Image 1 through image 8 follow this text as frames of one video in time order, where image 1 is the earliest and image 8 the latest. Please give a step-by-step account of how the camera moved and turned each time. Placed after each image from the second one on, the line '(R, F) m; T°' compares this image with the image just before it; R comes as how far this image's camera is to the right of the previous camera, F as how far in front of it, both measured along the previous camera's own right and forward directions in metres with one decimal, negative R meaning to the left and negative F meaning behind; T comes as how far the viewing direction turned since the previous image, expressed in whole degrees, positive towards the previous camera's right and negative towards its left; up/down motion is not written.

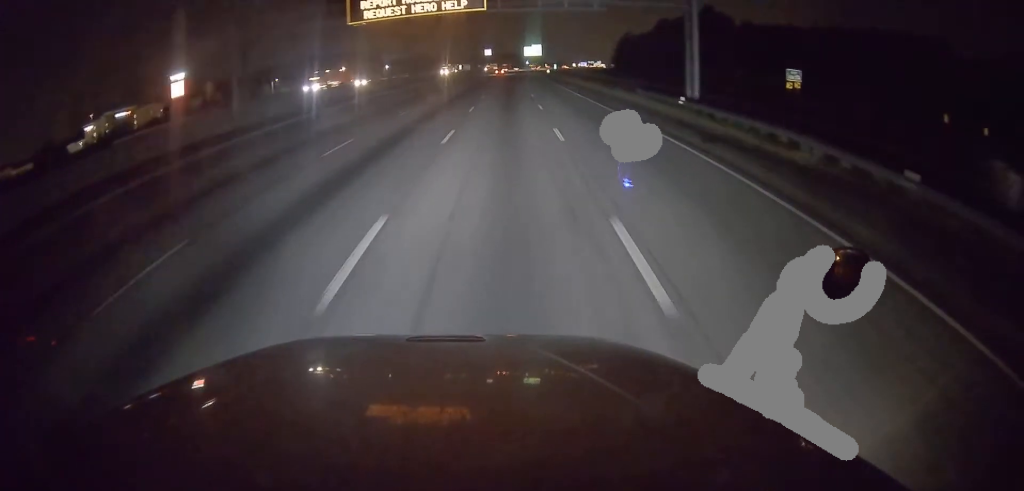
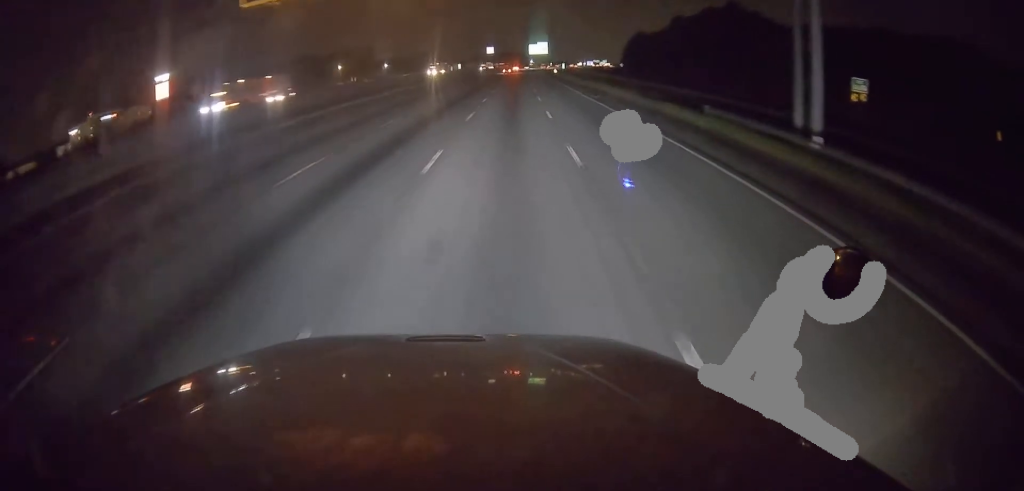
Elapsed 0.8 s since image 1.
(-0.4, +16.6) m; -1°
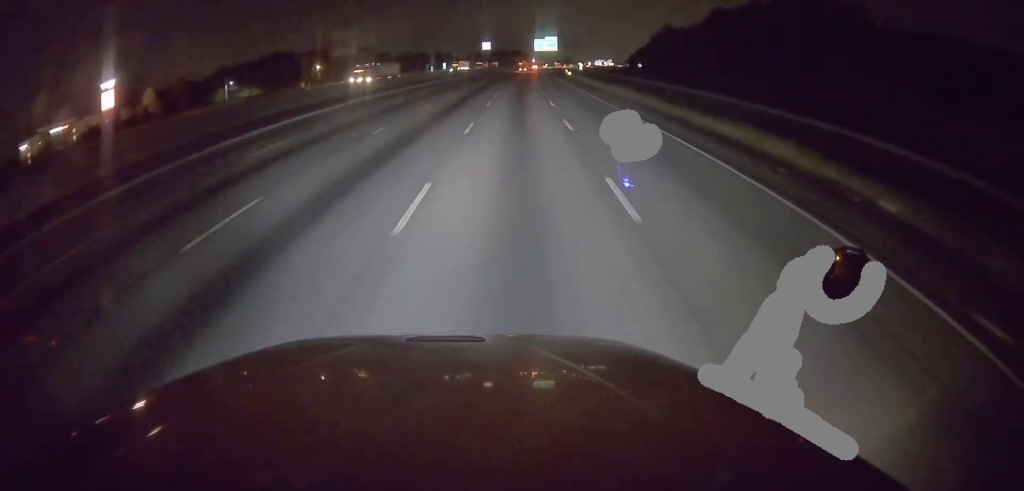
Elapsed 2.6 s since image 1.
(+0.6, +40.8) m; +2°
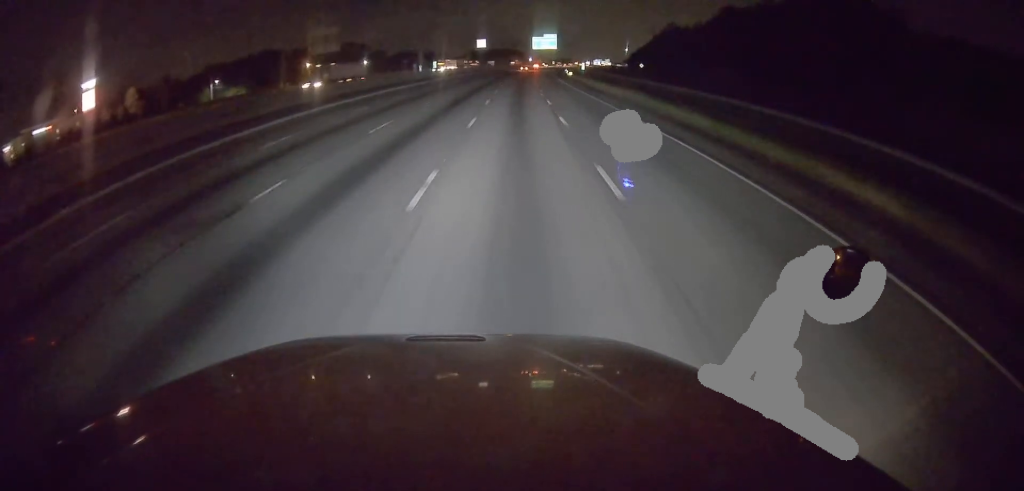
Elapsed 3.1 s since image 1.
(0.0, +10.5) m; 0°
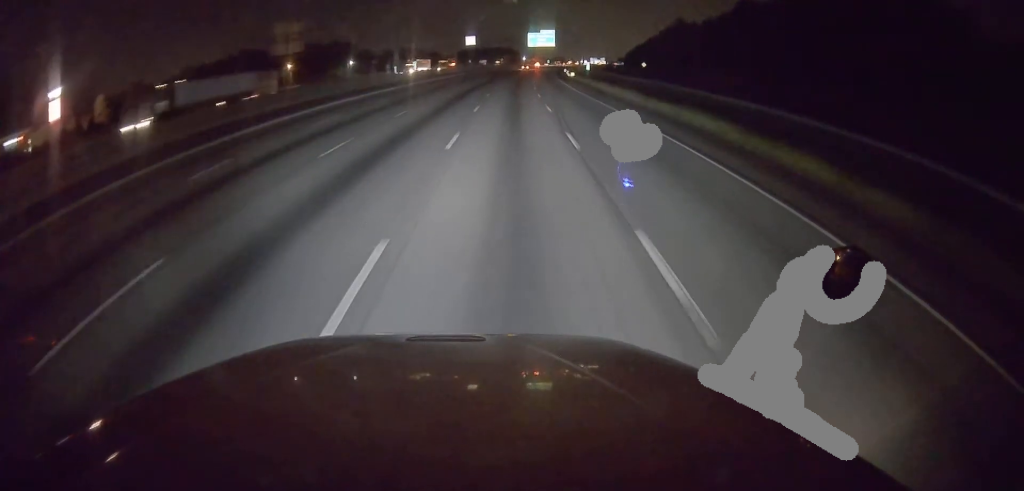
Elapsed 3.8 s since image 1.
(-0.1, +17.0) m; 0°
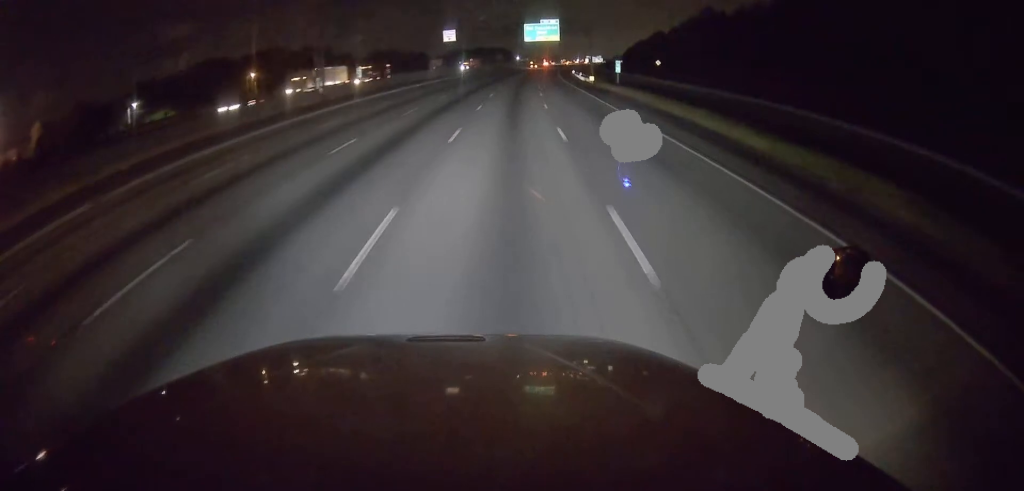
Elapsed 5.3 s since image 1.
(-0.1, +34.6) m; 0°
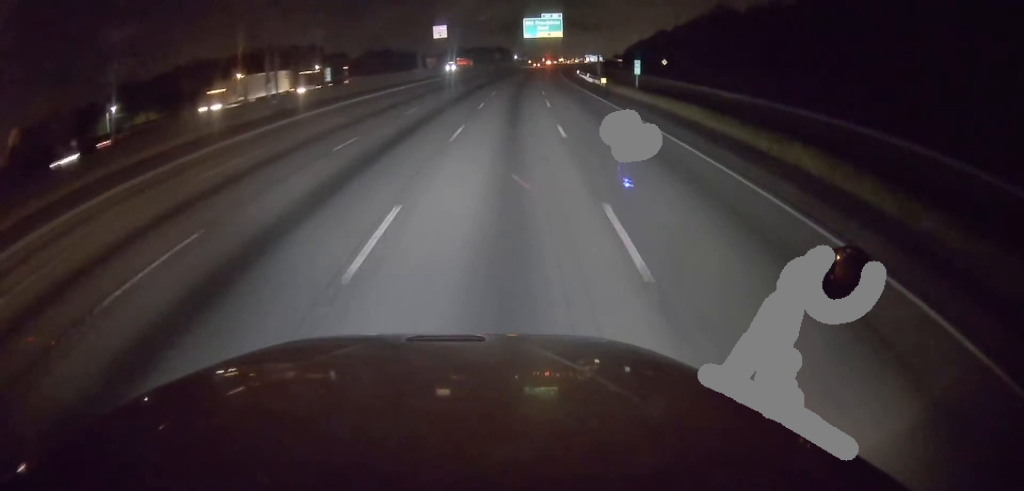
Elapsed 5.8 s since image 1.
(0.0, +11.2) m; 0°
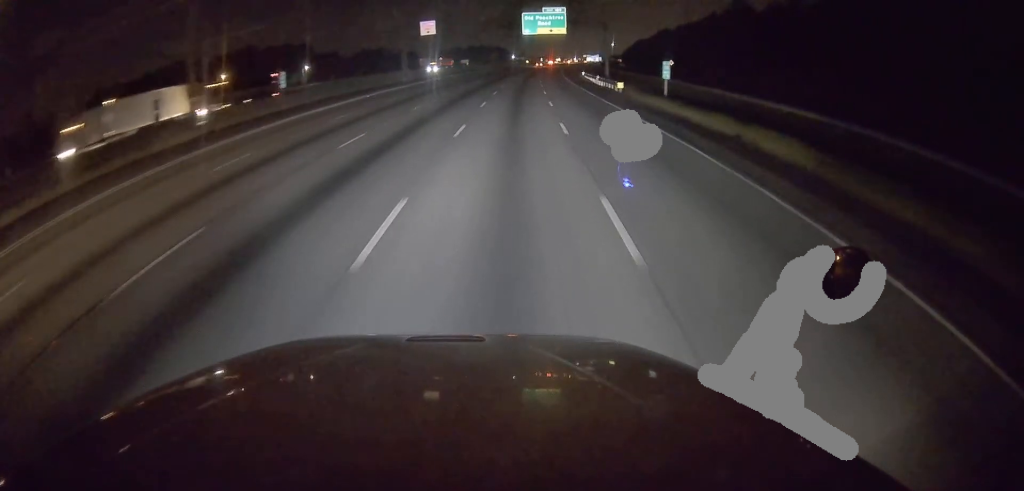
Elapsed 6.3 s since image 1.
(0.0, +12.0) m; 0°
